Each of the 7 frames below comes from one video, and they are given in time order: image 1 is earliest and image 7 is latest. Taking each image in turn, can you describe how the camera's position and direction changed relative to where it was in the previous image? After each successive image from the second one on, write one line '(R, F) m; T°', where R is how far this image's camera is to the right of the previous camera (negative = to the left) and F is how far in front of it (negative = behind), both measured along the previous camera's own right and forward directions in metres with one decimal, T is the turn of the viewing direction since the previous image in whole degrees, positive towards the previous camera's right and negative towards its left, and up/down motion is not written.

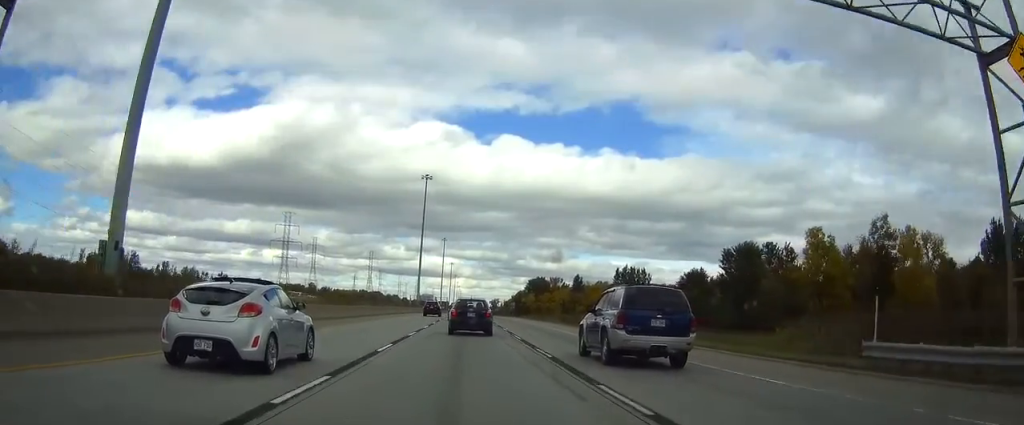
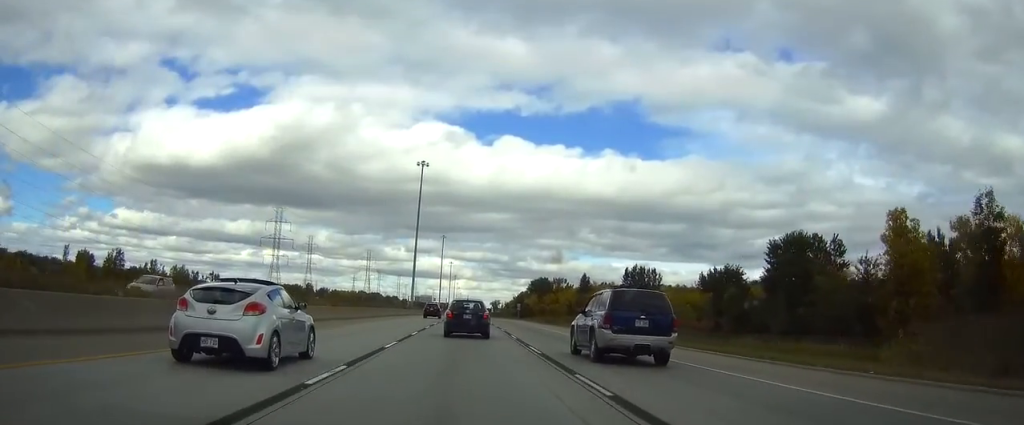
(0.0, +15.9) m; 0°
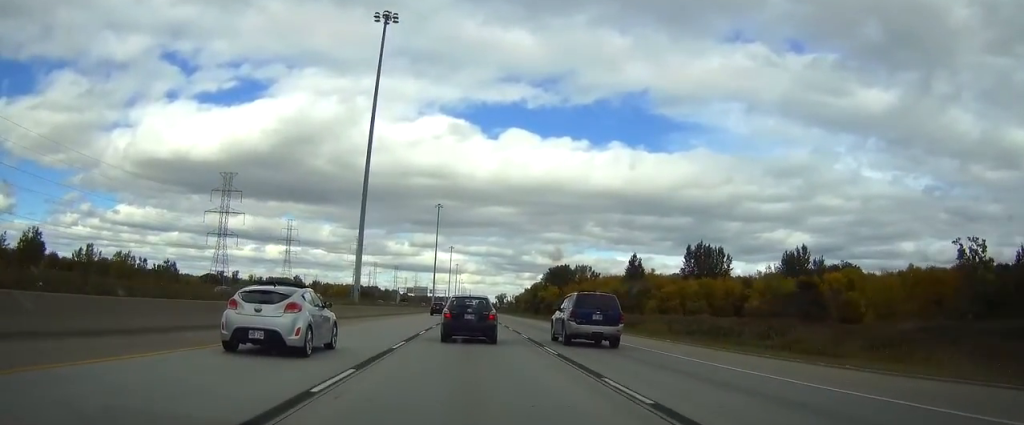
(-0.1, +72.9) m; 0°
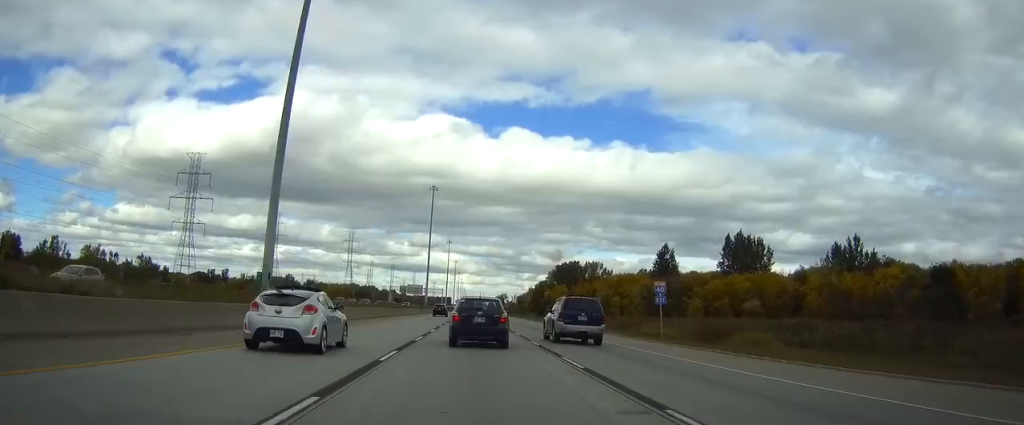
(0.0, +30.8) m; 0°
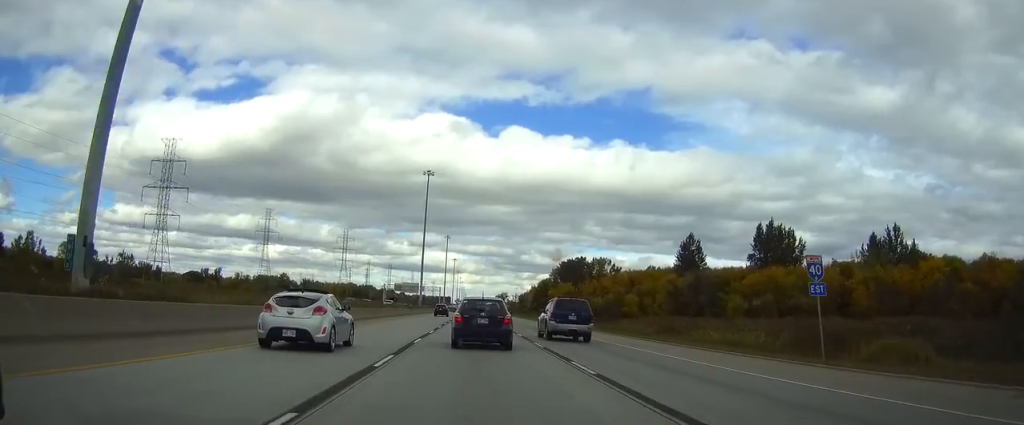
(0.0, +19.6) m; 0°
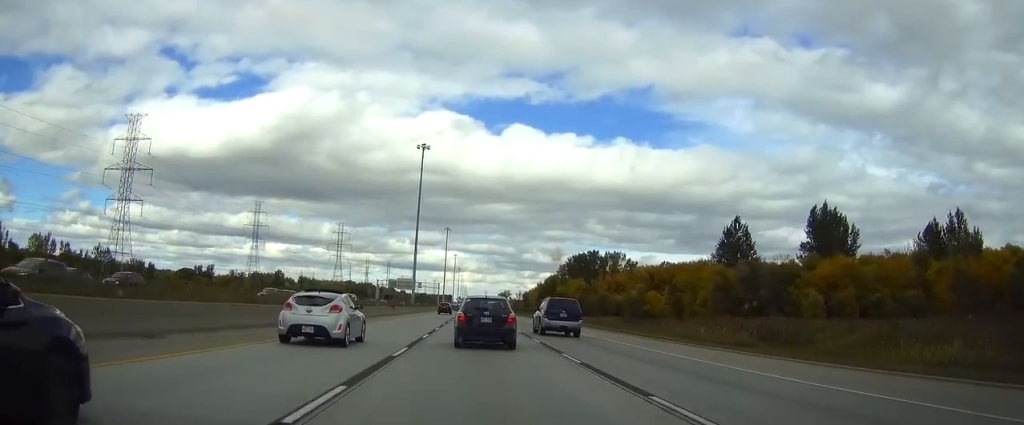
(0.0, +25.2) m; 0°
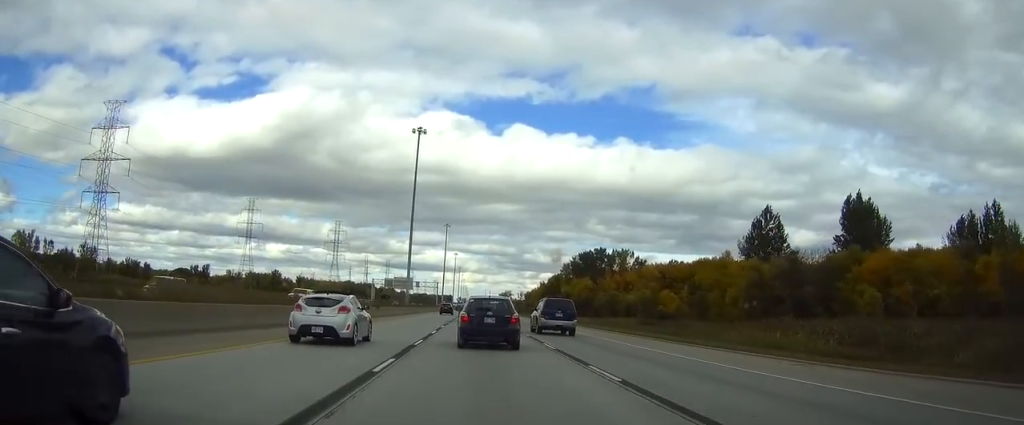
(0.0, +13.1) m; 0°
